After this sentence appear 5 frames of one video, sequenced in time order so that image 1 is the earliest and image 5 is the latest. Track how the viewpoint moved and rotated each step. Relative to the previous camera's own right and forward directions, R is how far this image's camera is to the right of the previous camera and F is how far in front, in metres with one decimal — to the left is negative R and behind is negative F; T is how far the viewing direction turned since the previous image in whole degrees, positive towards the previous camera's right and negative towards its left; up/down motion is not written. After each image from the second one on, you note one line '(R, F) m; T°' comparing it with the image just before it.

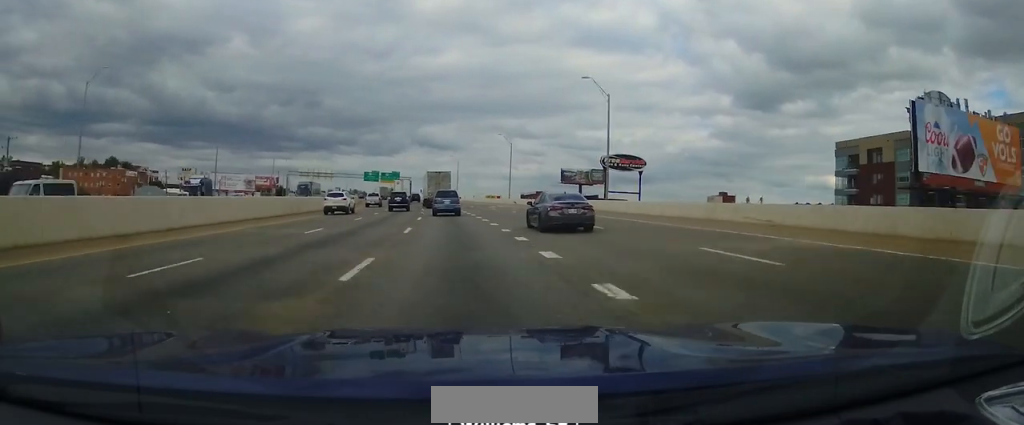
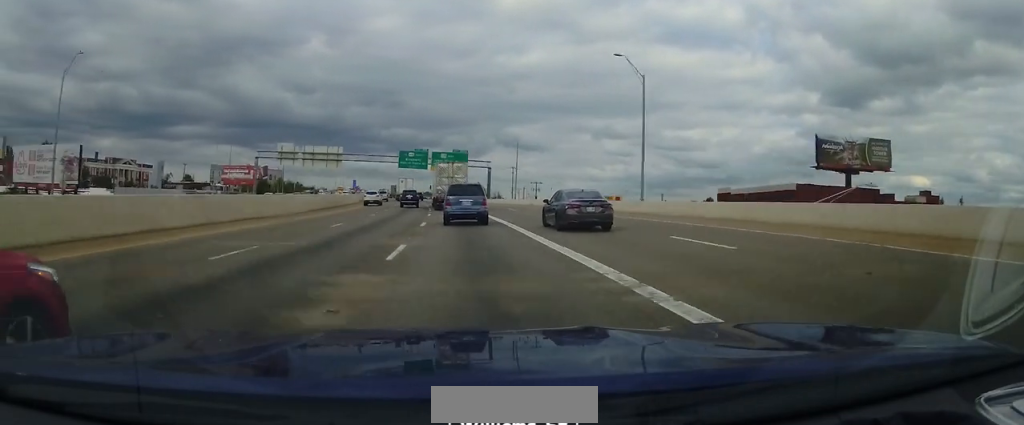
(-6.5, +100.1) m; -7°
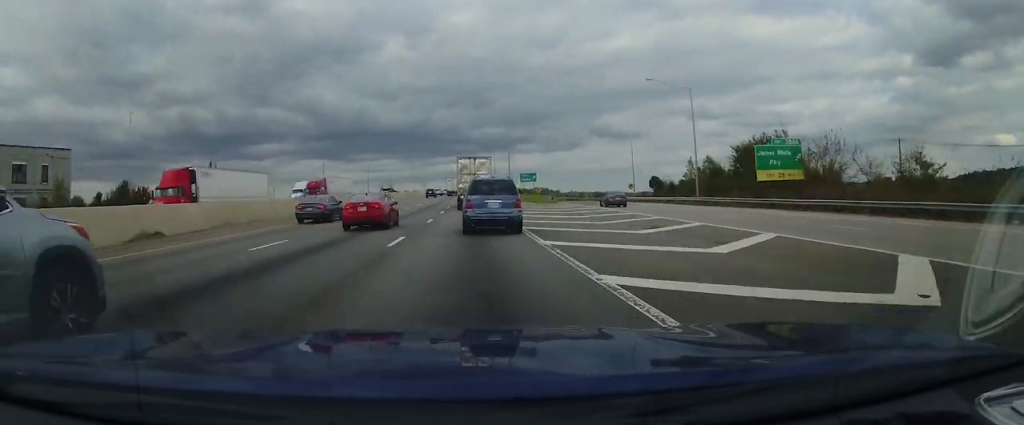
(-17.2, +206.6) m; -8°
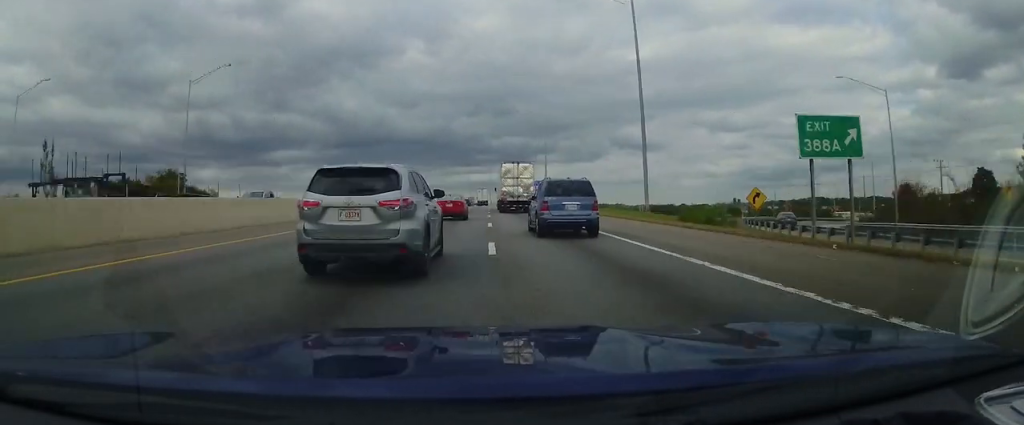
(-1.8, +78.6) m; 0°
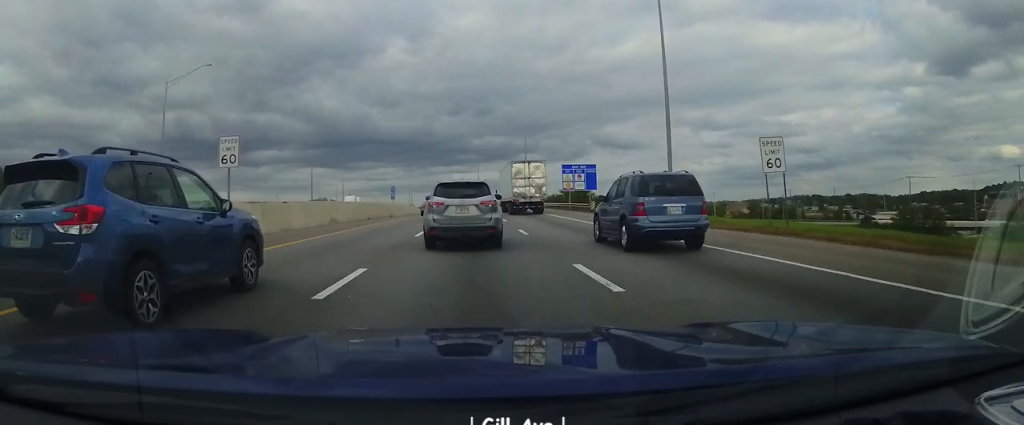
(+1.5, +67.9) m; -1°
